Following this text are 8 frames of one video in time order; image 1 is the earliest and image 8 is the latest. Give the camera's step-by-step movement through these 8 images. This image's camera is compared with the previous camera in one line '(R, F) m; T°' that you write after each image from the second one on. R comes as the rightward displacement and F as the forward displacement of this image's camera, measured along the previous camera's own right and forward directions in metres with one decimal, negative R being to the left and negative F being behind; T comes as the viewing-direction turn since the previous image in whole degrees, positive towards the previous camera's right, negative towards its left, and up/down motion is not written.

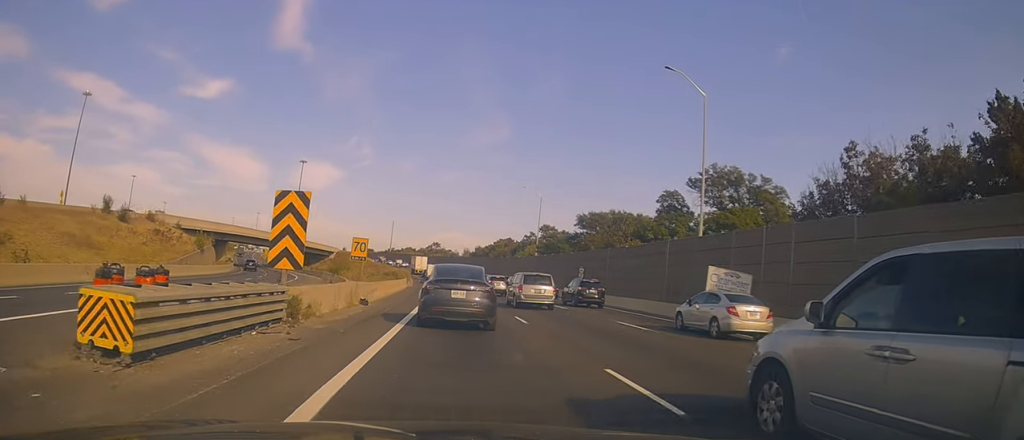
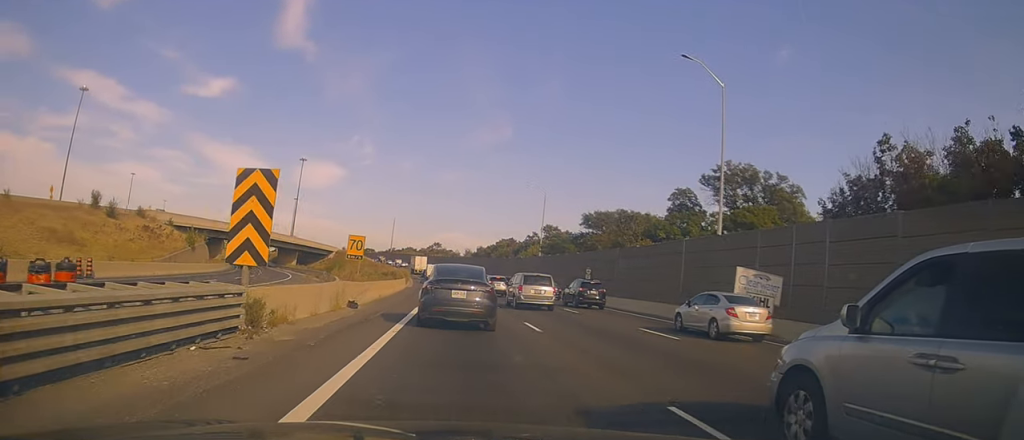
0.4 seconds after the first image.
(0.0, +2.5) m; 0°
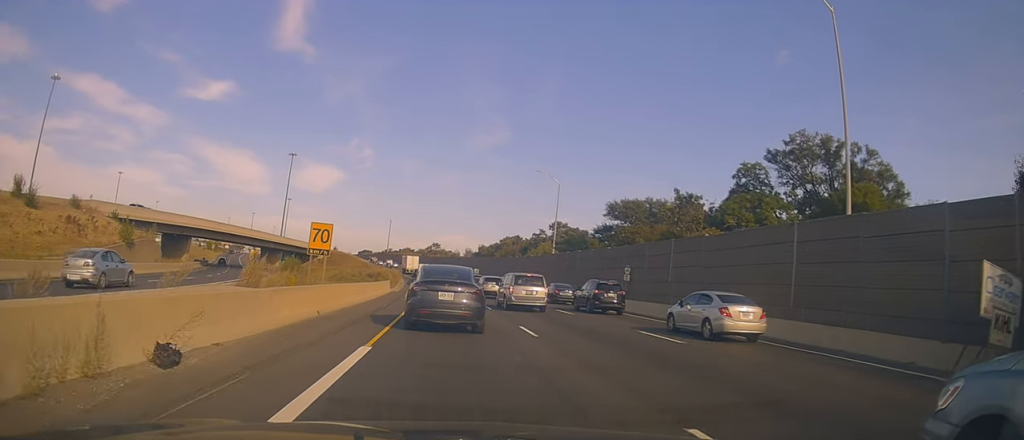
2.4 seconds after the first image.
(0.0, +13.0) m; 0°
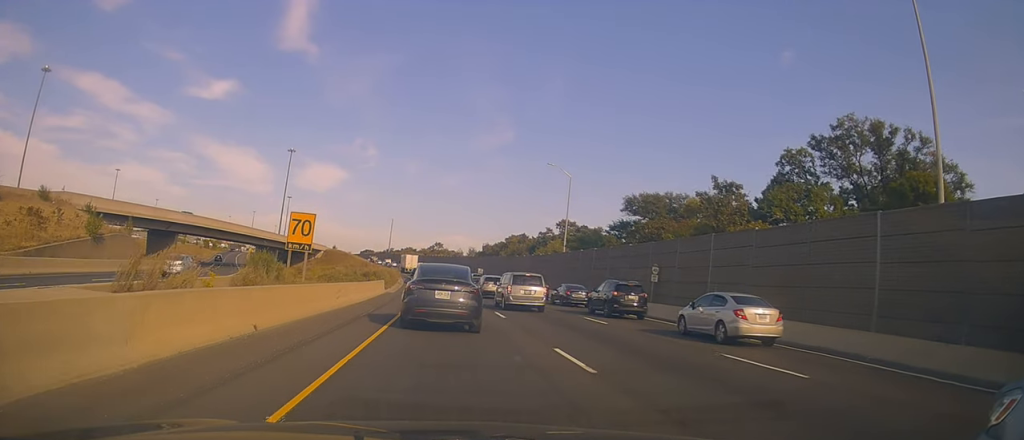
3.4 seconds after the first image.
(0.0, +5.9) m; 0°
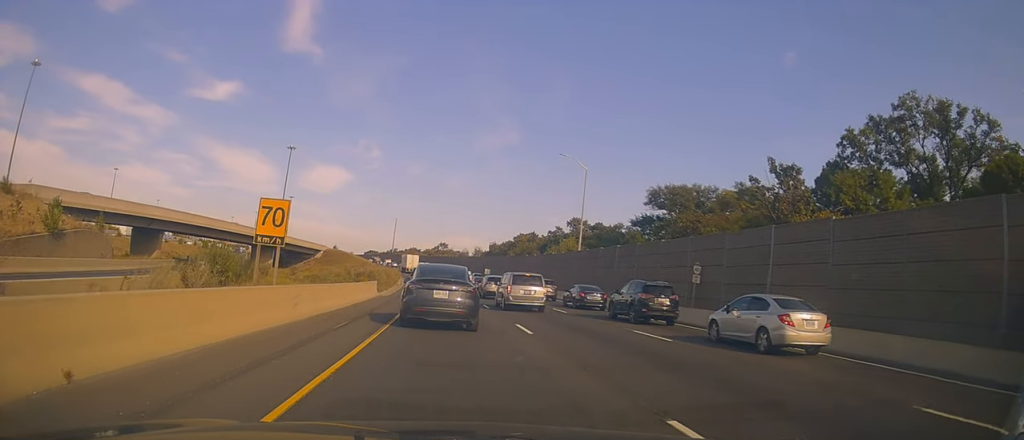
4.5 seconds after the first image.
(0.0, +6.8) m; 0°
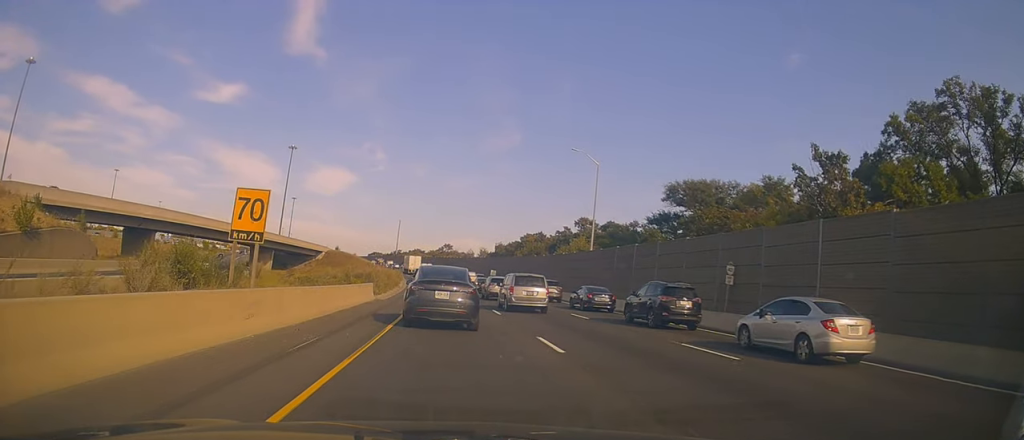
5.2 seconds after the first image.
(0.0, +4.0) m; 0°
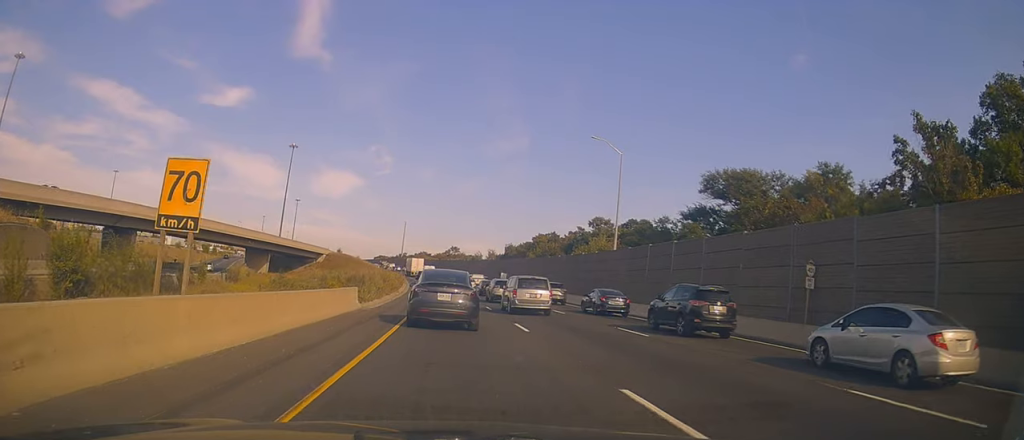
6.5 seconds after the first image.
(0.0, +7.0) m; 0°
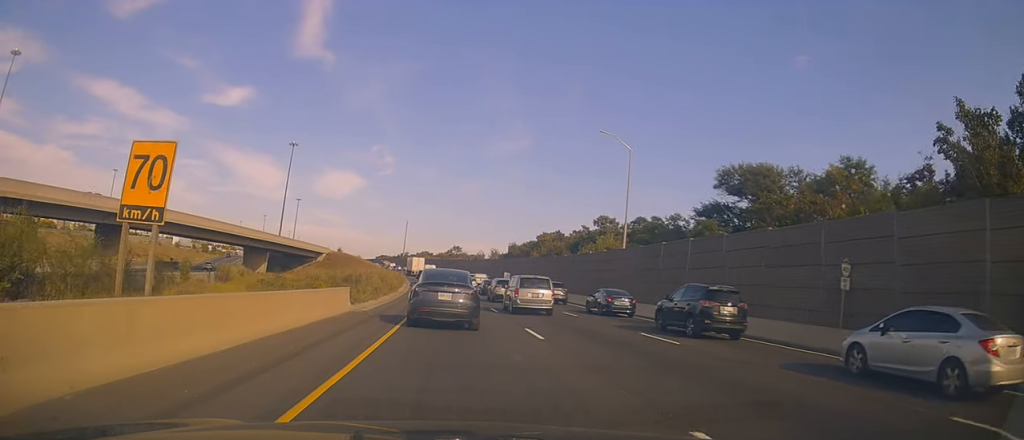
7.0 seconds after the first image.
(0.0, +2.1) m; 0°
